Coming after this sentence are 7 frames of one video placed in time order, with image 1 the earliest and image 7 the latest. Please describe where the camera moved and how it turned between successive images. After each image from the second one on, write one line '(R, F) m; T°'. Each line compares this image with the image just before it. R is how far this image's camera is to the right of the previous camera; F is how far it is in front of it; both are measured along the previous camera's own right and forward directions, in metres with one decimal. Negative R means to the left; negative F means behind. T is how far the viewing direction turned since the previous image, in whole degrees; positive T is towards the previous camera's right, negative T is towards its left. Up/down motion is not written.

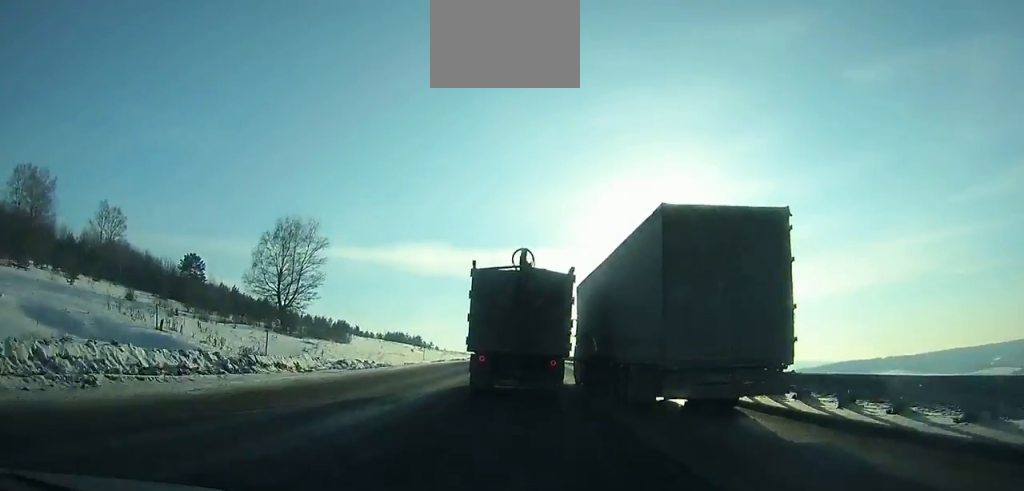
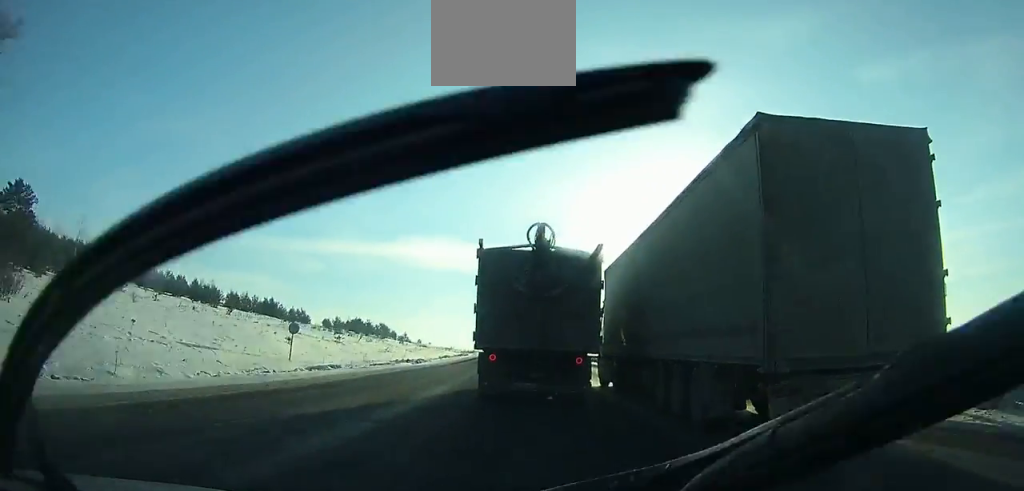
(-0.7, +48.0) m; -1°
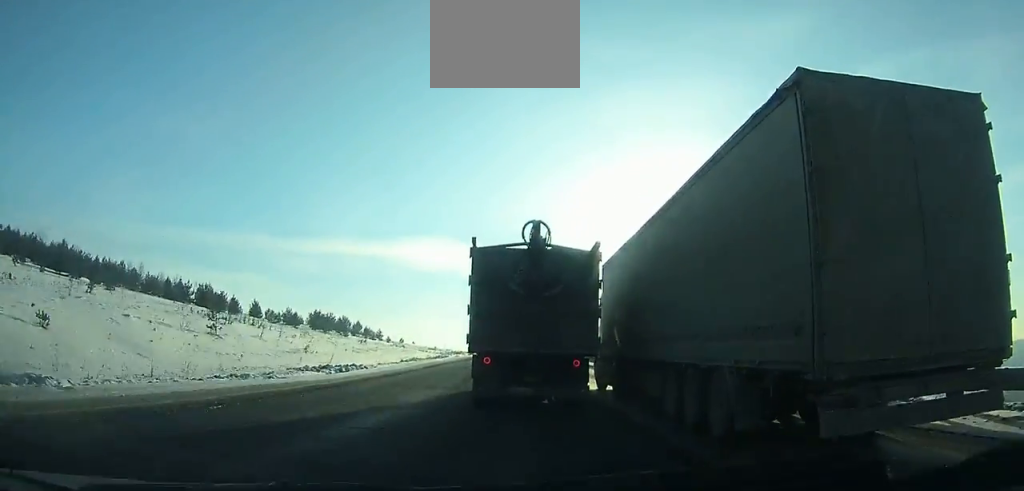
(-0.1, +22.5) m; 0°
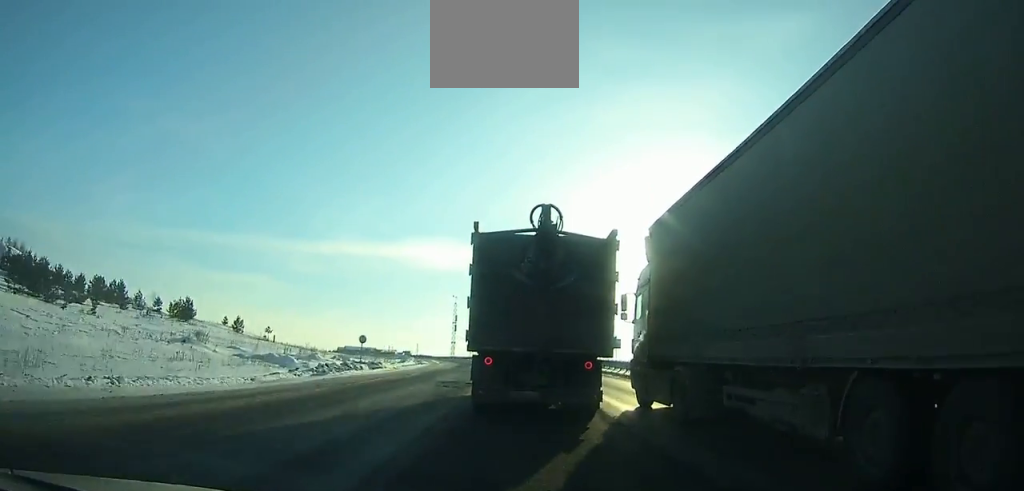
(+0.8, +108.5) m; -1°
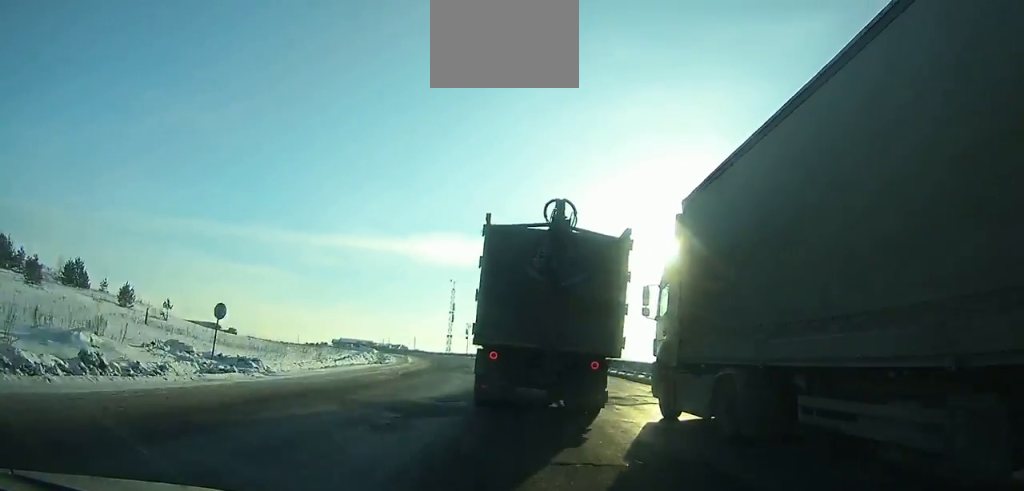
(-0.4, +25.1) m; -3°
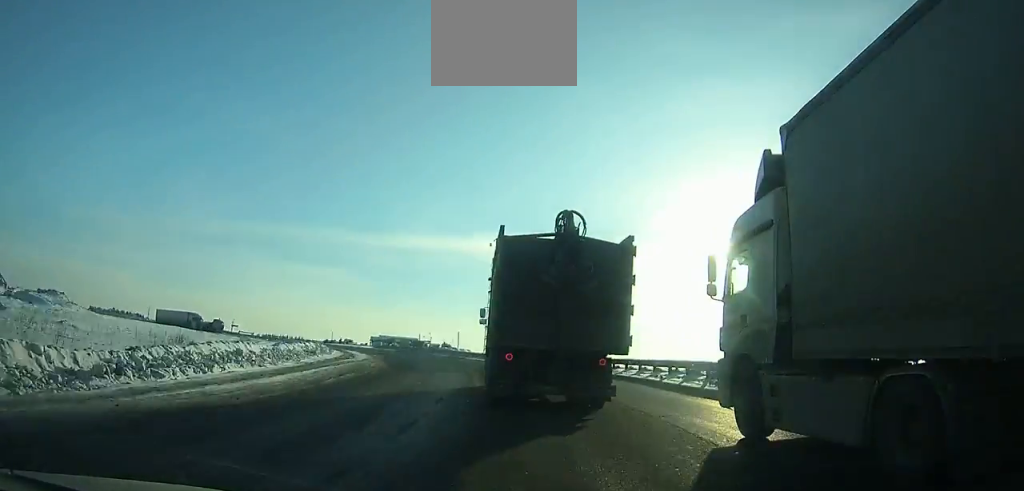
(-2.4, +43.7) m; -9°
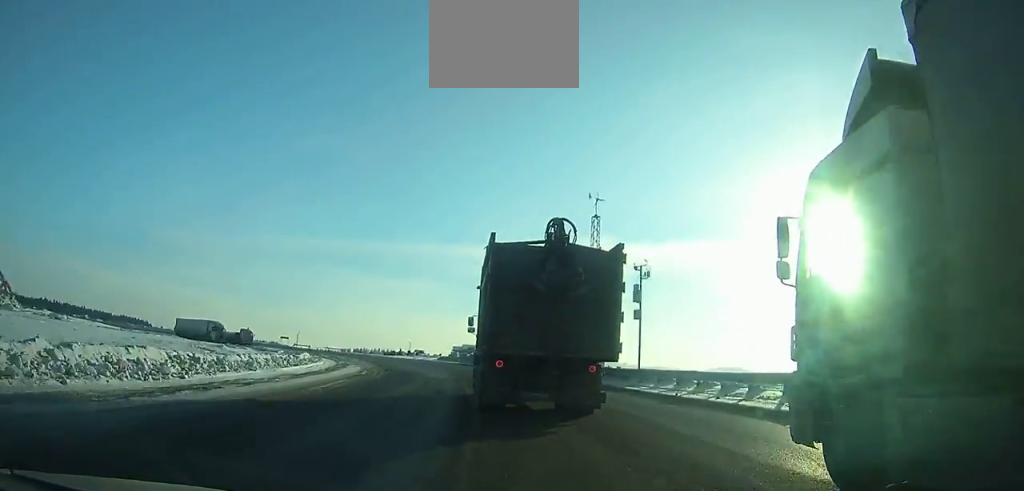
(-2.1, +32.2) m; -10°
